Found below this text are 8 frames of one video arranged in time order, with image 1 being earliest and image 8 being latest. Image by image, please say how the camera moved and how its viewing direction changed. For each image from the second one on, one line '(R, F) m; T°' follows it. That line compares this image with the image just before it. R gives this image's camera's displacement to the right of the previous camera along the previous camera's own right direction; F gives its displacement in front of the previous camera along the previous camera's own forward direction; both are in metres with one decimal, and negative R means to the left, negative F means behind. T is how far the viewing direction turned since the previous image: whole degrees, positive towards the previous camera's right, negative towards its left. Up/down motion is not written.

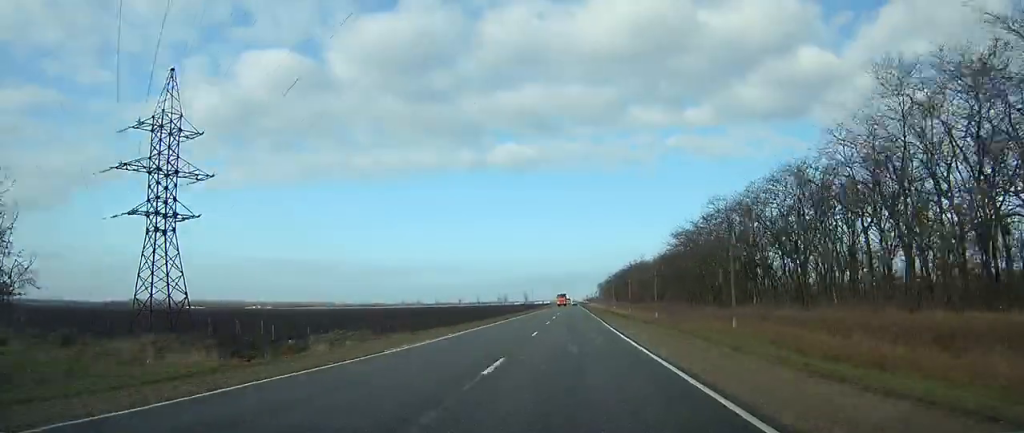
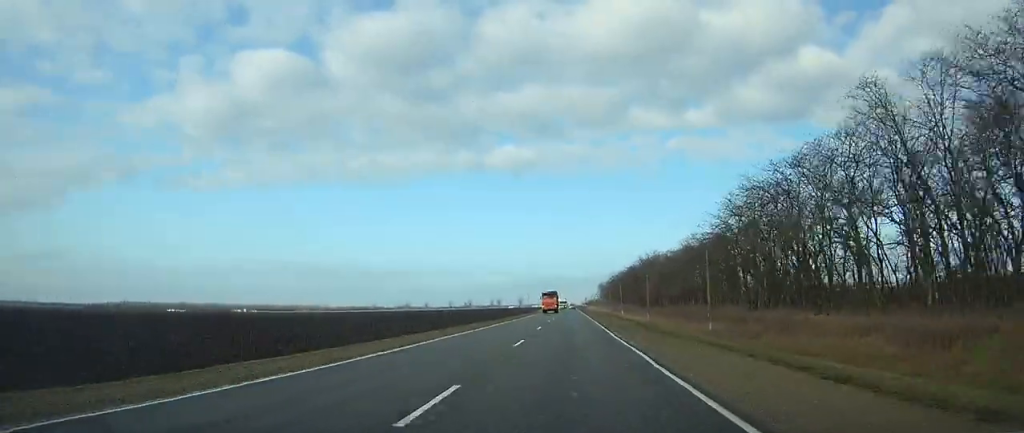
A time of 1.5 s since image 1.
(+0.1, +40.5) m; 0°
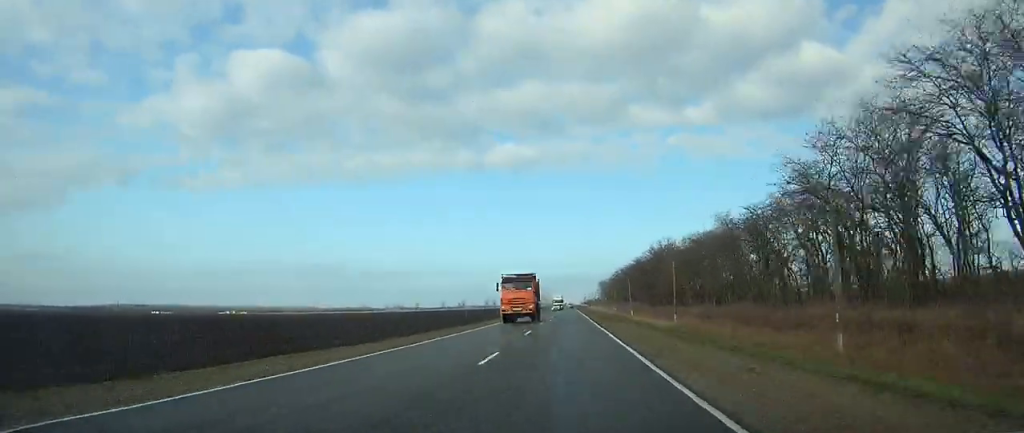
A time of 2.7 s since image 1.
(0.0, +30.0) m; 0°
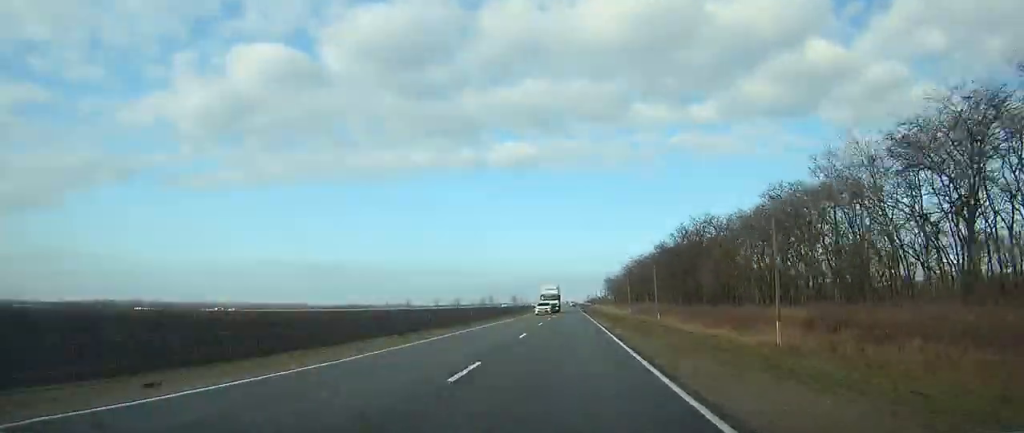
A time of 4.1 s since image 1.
(0.0, +39.0) m; 0°
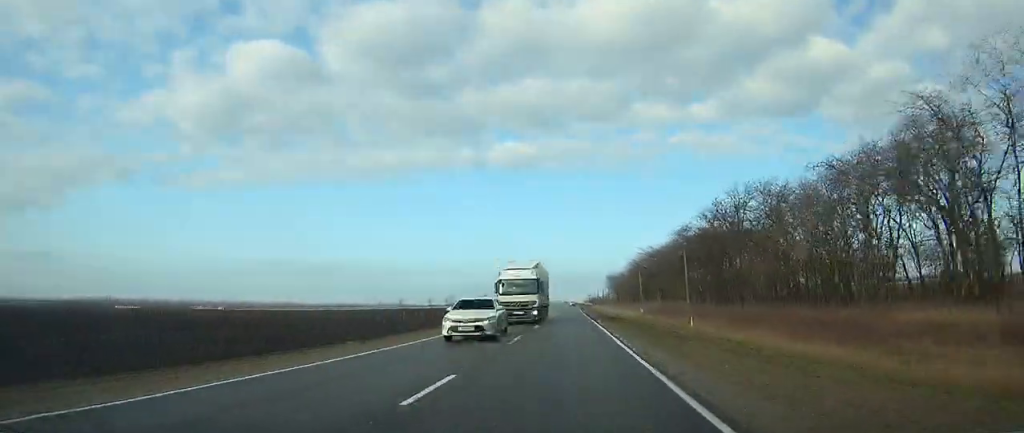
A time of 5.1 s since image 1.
(0.0, +26.8) m; 0°
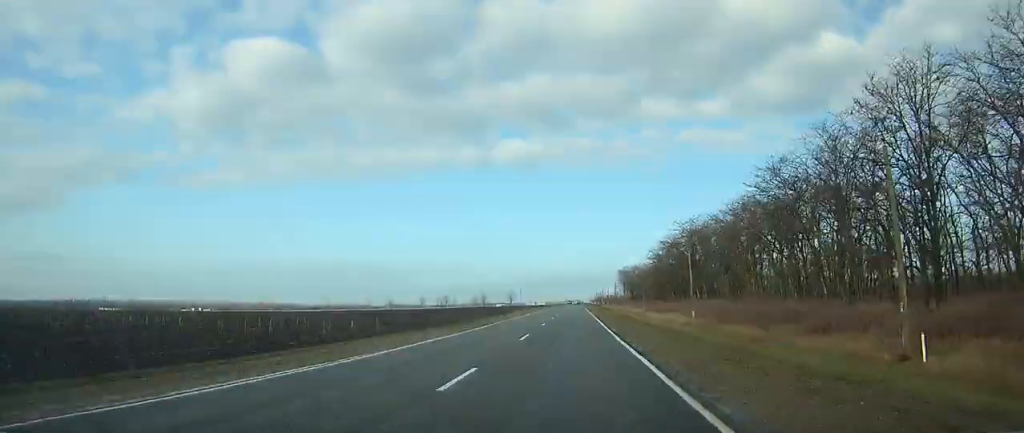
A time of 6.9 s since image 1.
(-0.1, +46.4) m; 0°
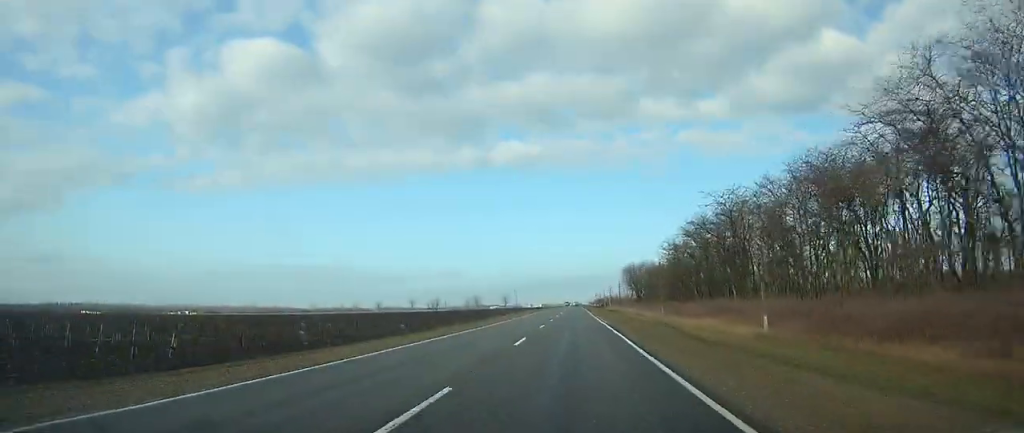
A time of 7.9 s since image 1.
(-0.1, +26.9) m; 0°
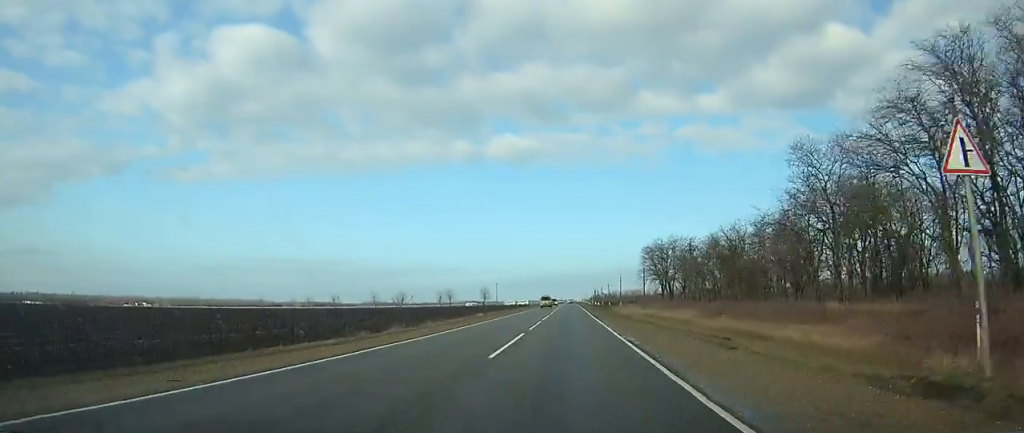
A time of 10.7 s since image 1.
(+0.3, +76.8) m; 0°
